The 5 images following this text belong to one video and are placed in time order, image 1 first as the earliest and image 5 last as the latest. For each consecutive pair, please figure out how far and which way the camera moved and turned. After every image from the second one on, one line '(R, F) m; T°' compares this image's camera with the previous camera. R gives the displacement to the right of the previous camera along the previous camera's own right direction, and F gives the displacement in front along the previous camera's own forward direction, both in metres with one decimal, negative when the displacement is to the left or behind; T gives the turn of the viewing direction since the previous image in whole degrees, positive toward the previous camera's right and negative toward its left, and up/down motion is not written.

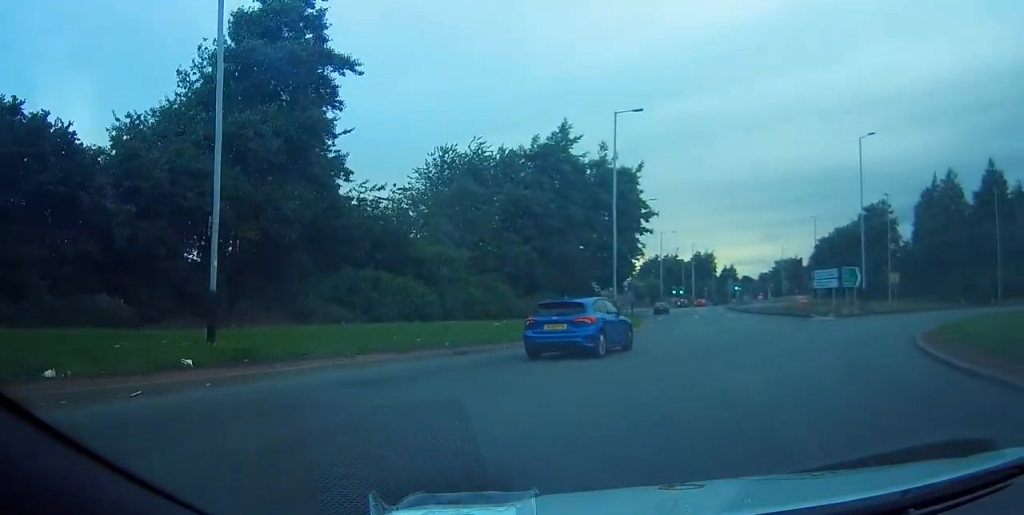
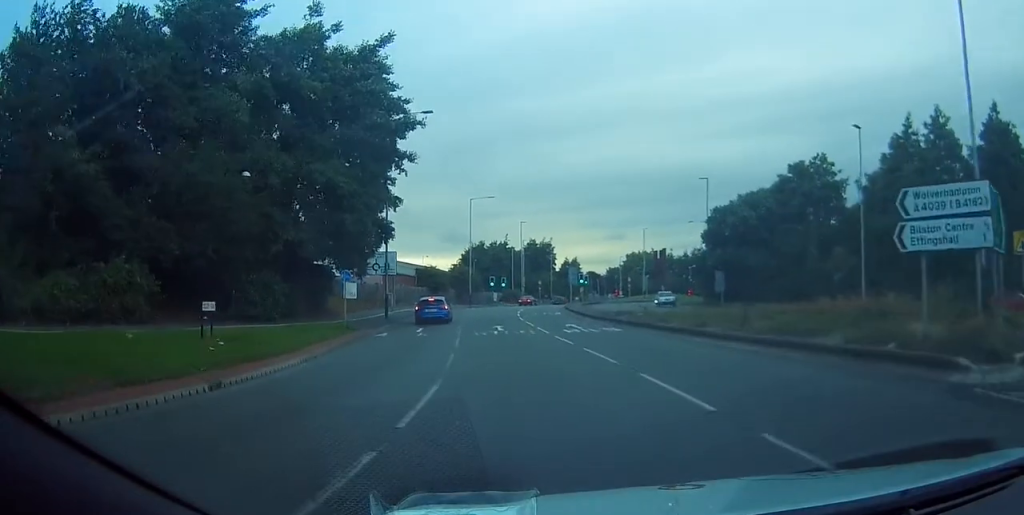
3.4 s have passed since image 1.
(+7.8, +31.1) m; +15°
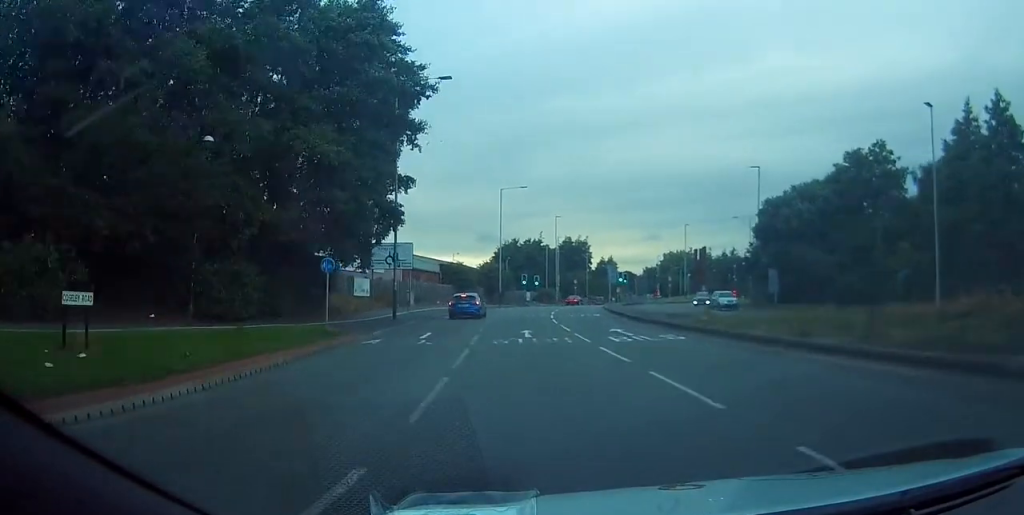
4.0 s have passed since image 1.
(0.0, +6.0) m; -2°
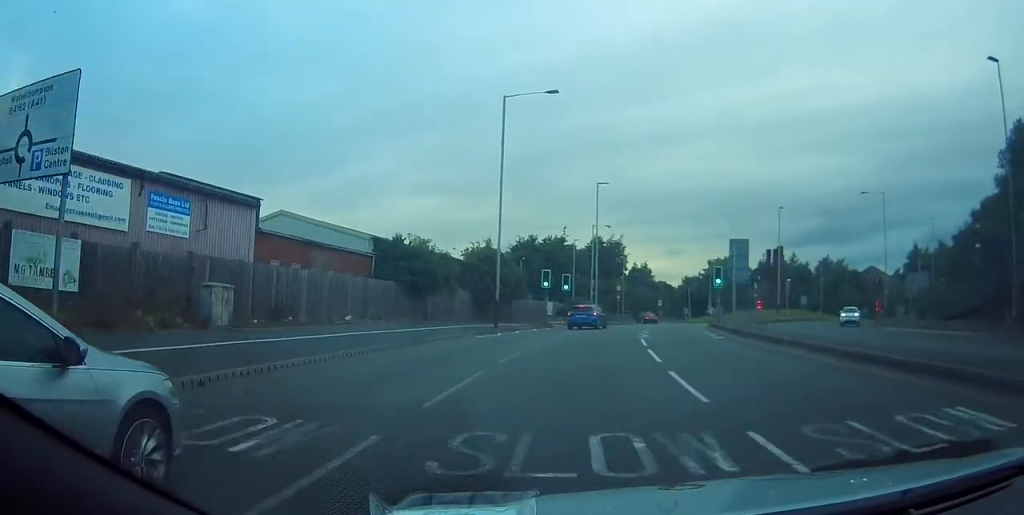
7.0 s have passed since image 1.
(-2.8, +34.4) m; -3°
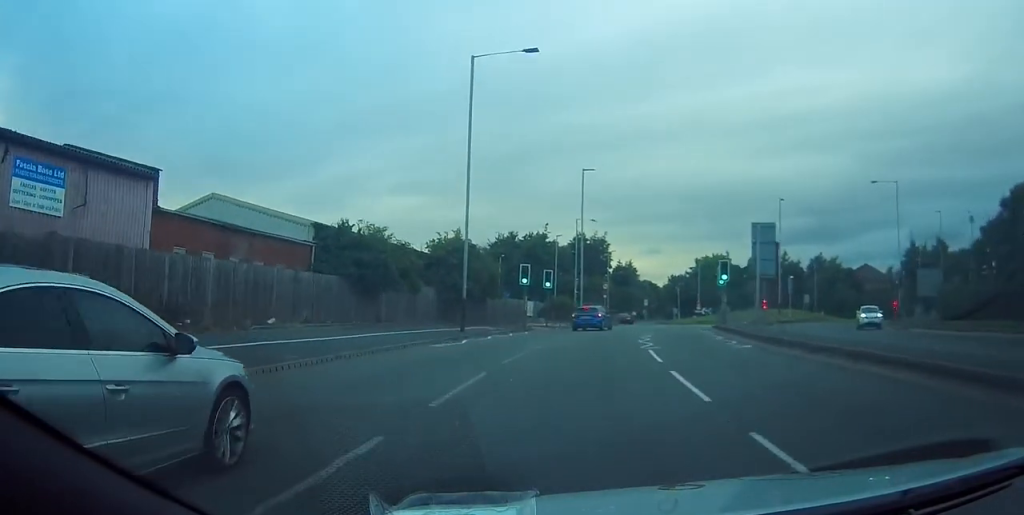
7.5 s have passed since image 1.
(+0.2, +6.0) m; +1°
